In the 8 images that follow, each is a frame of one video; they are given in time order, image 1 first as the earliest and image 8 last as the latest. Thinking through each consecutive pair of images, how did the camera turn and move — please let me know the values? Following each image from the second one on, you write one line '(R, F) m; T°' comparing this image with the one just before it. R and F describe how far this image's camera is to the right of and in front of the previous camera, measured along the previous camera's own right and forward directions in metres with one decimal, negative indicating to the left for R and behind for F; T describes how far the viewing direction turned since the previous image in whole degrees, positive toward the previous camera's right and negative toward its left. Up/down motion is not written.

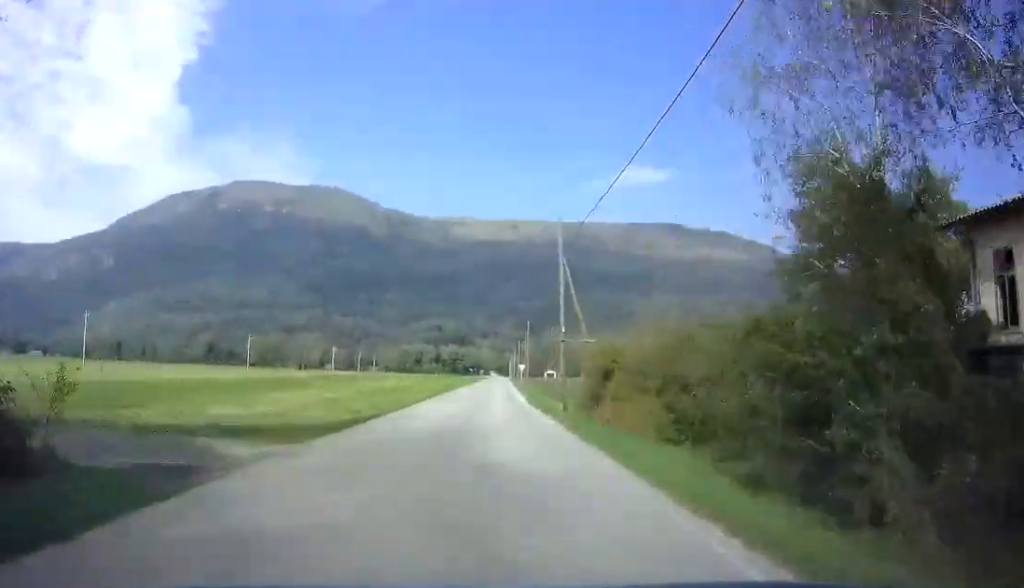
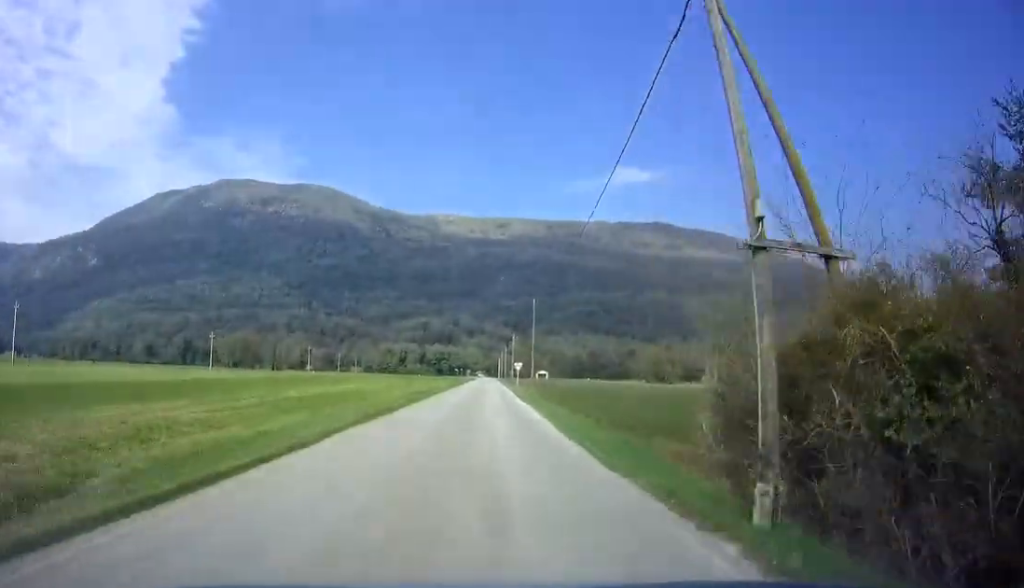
(+0.2, +18.0) m; +1°
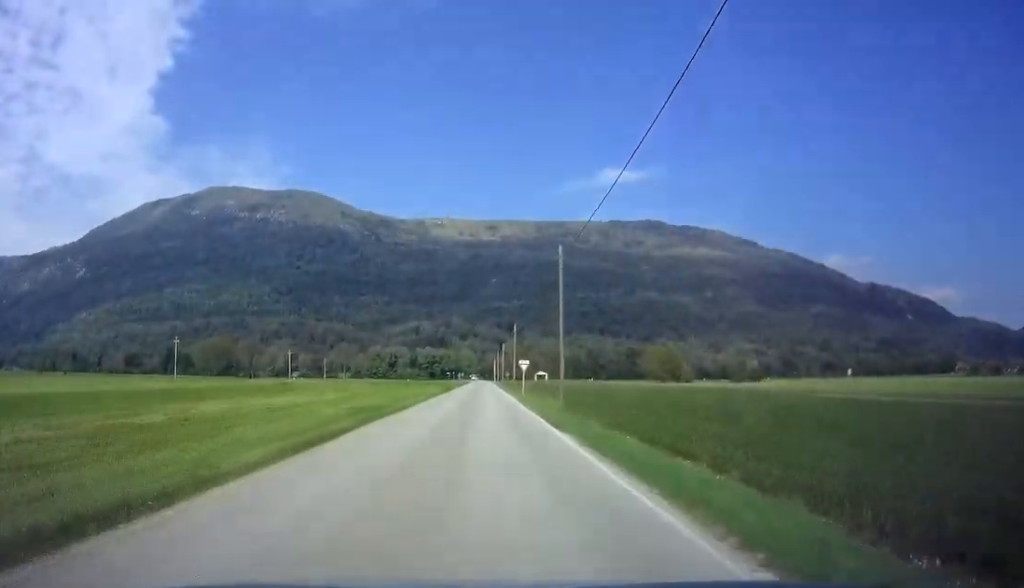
(0.0, +17.3) m; 0°
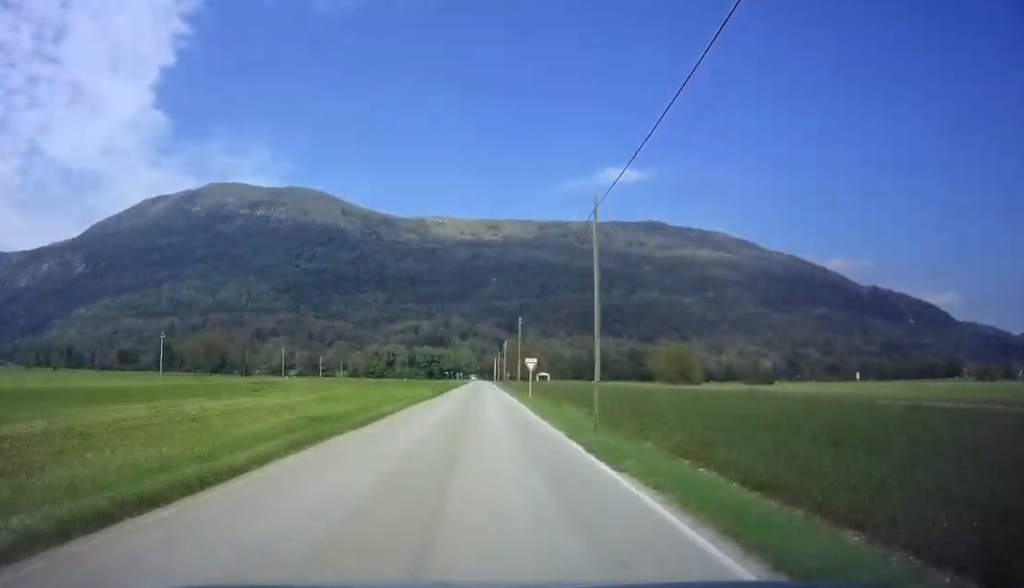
(0.0, +7.1) m; 0°
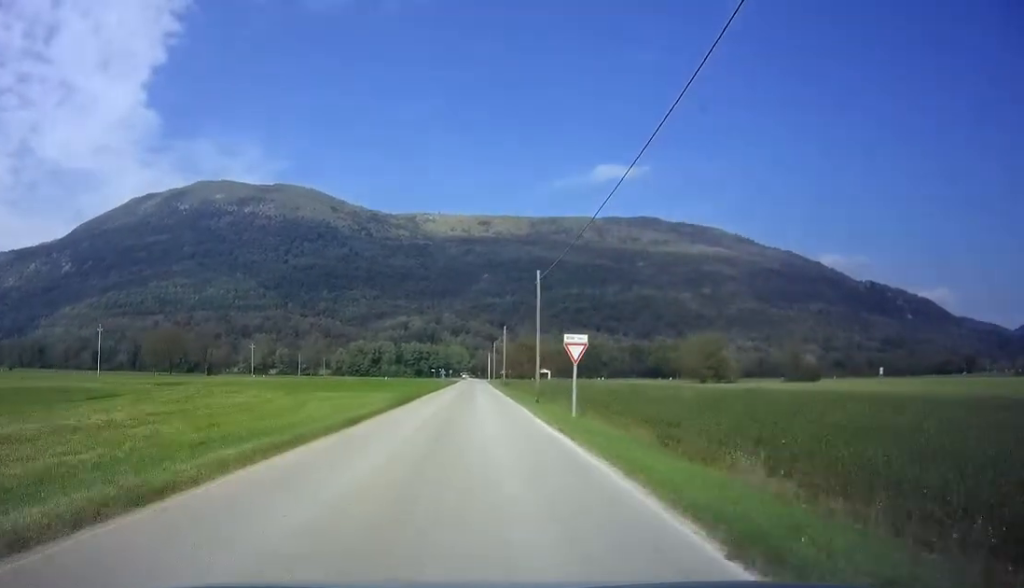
(0.0, +22.8) m; 0°
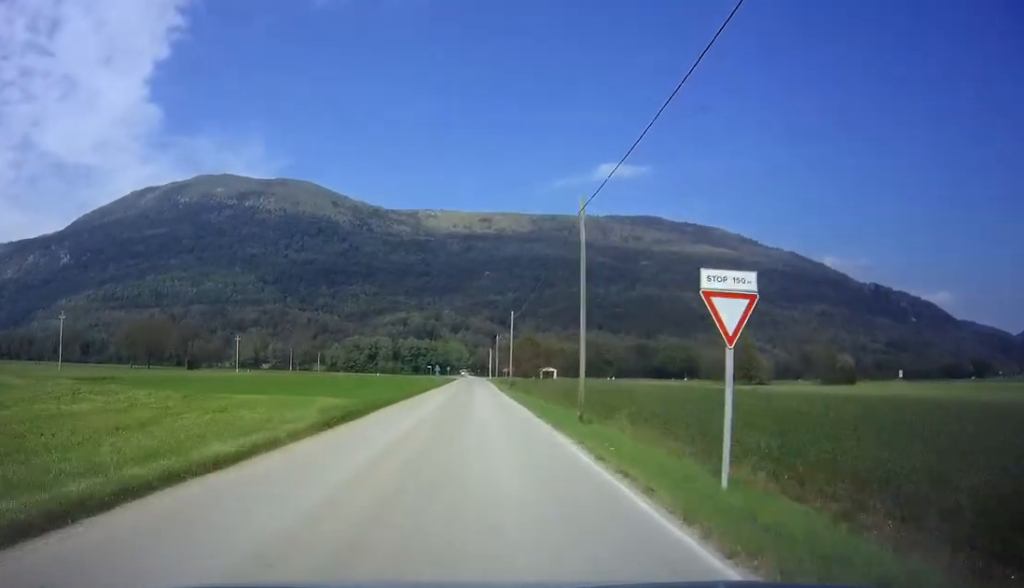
(0.0, +13.4) m; 0°
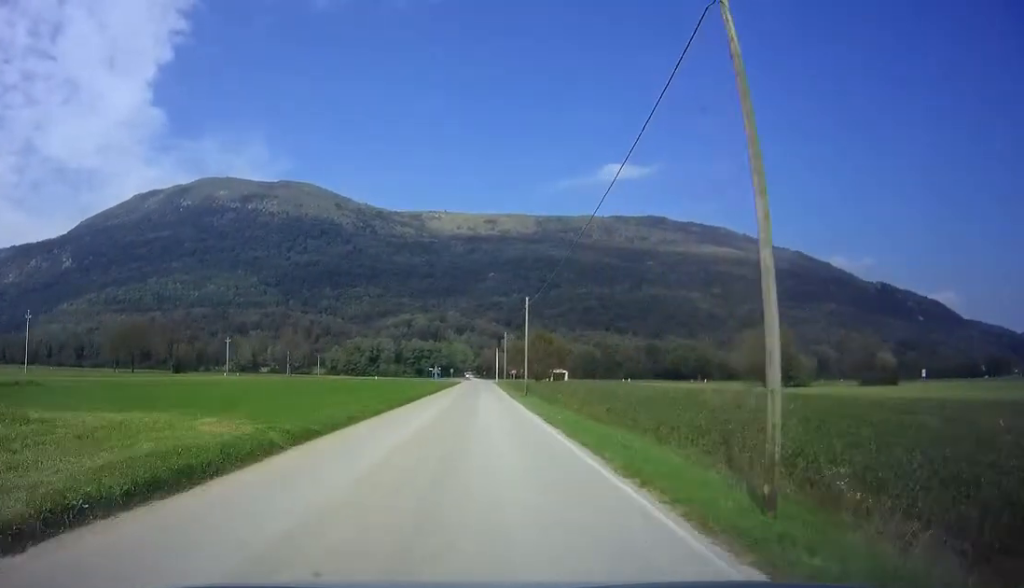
(0.0, +11.2) m; 0°
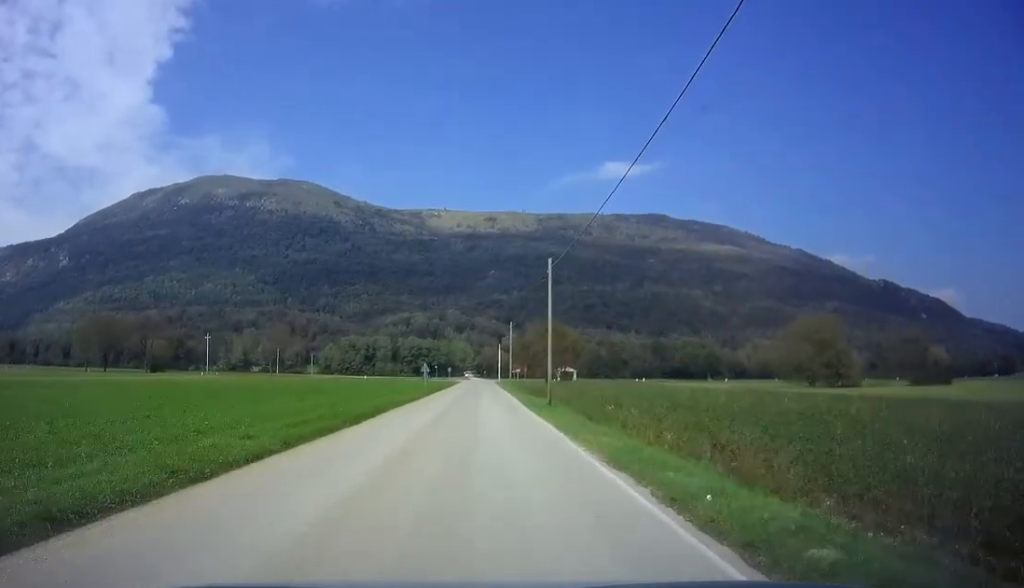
(0.0, +13.1) m; 0°
